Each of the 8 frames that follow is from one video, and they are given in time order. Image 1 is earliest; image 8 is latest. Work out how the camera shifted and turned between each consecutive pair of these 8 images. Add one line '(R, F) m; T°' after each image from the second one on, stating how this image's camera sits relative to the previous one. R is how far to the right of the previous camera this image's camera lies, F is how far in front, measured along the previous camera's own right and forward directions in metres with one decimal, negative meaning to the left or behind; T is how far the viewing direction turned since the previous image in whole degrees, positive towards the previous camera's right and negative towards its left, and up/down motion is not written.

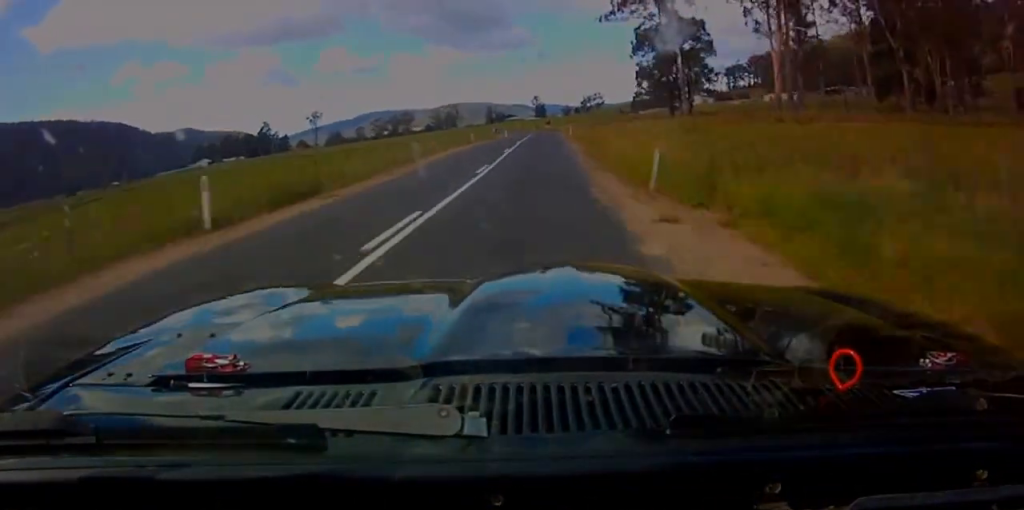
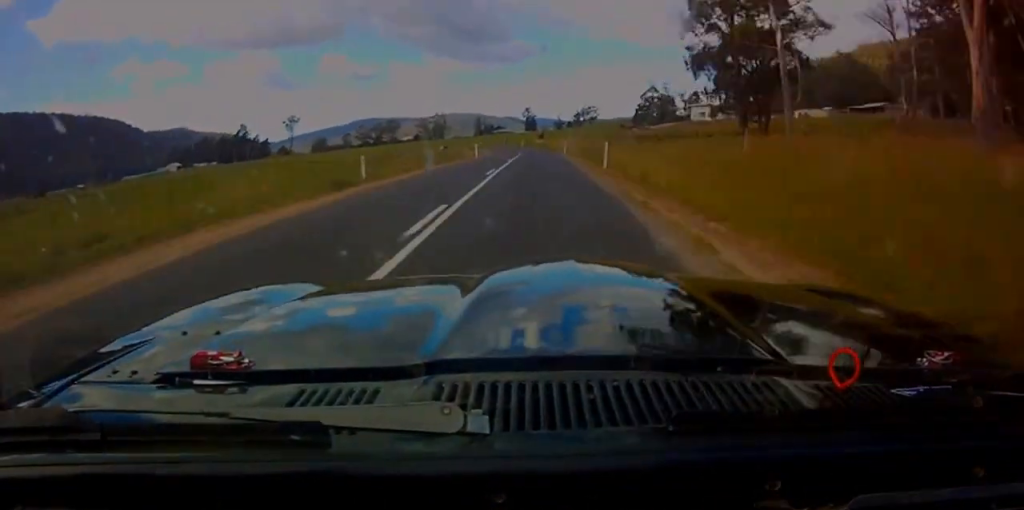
(-1.3, +36.8) m; -2°
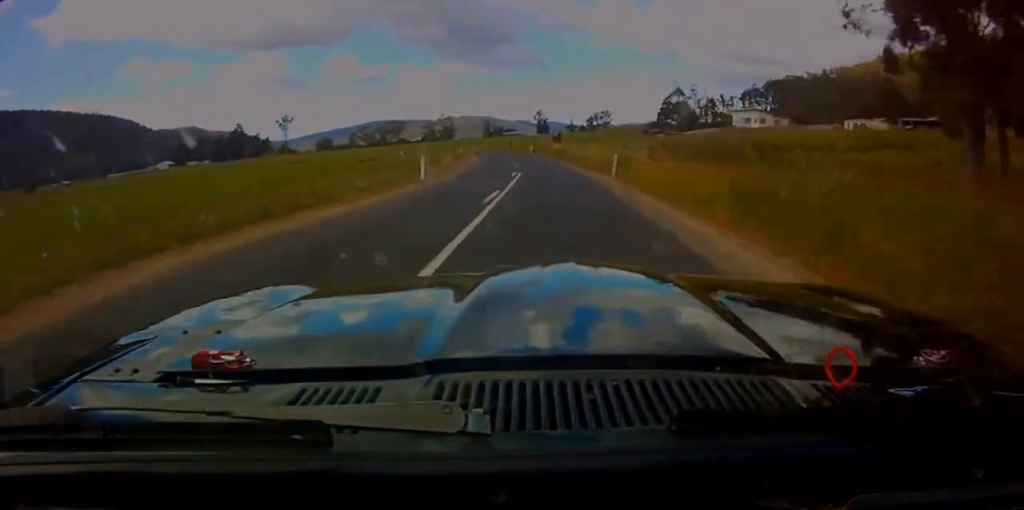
(+0.1, +33.2) m; -1°
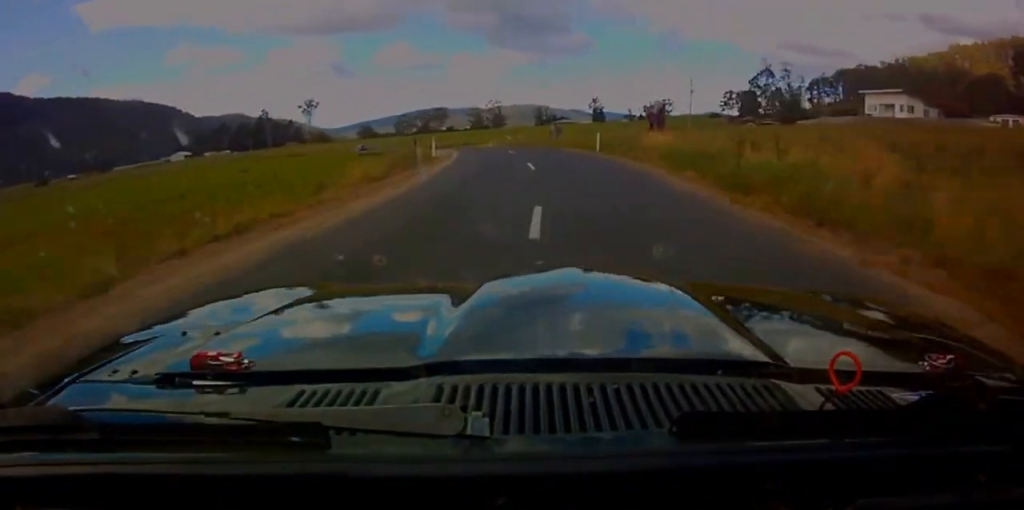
(-0.8, +42.8) m; -9°
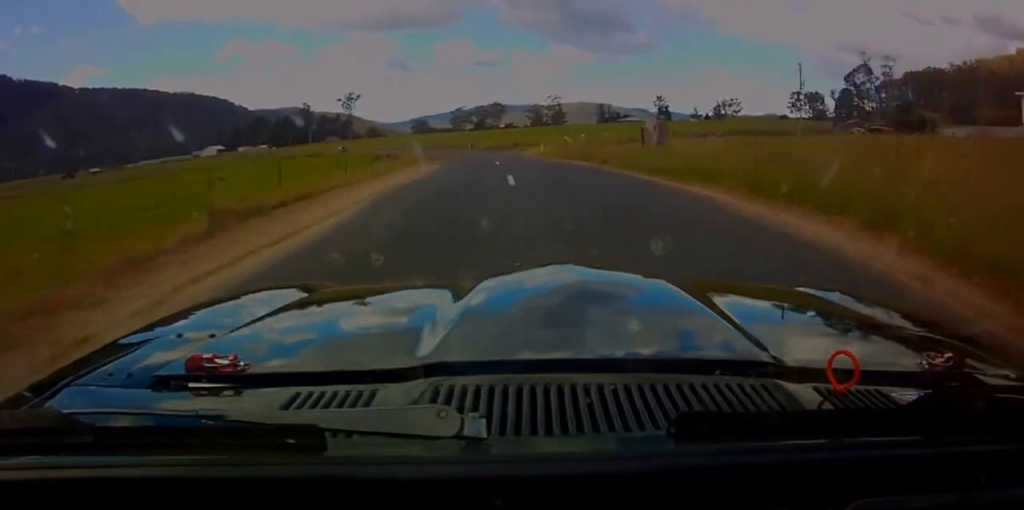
(-2.6, +28.8) m; -10°
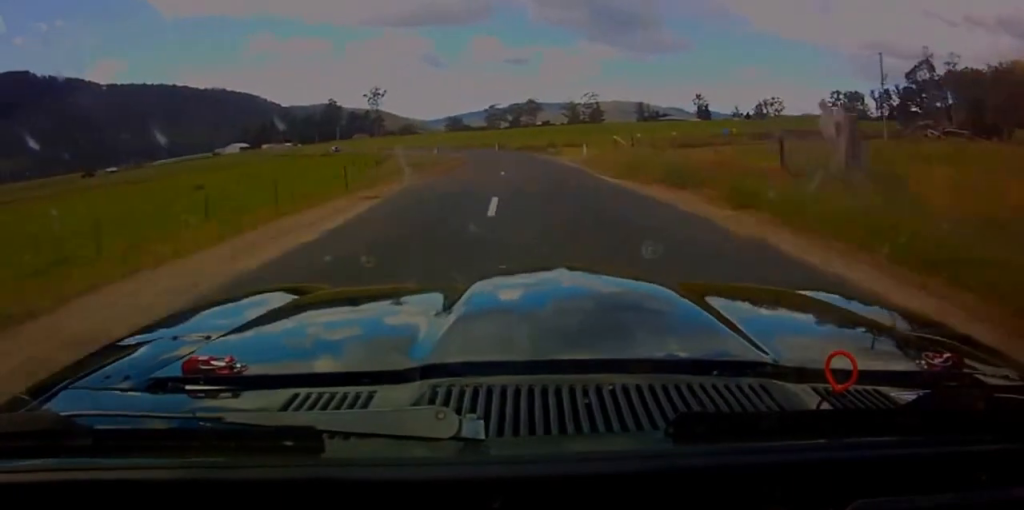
(-2.1, +16.2) m; -6°
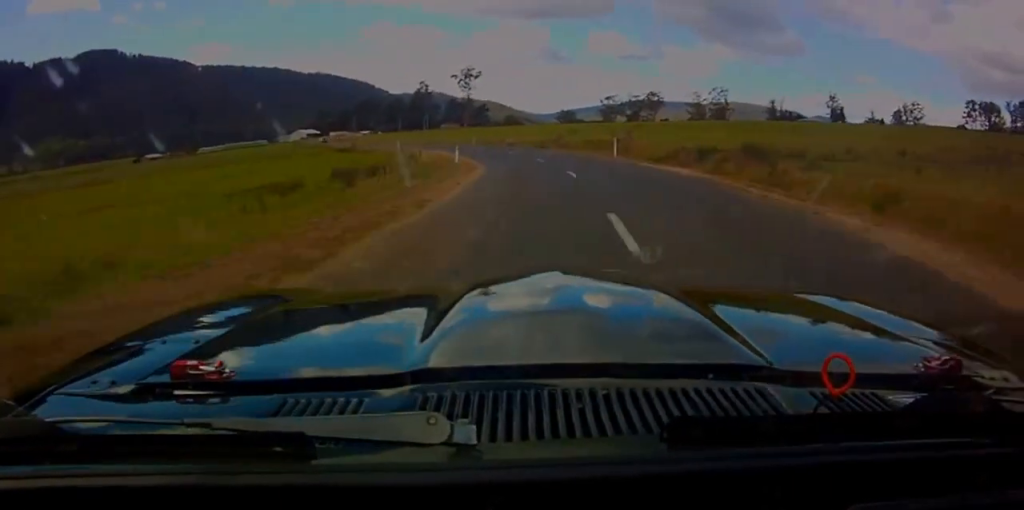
(-3.8, +51.9) m; -5°
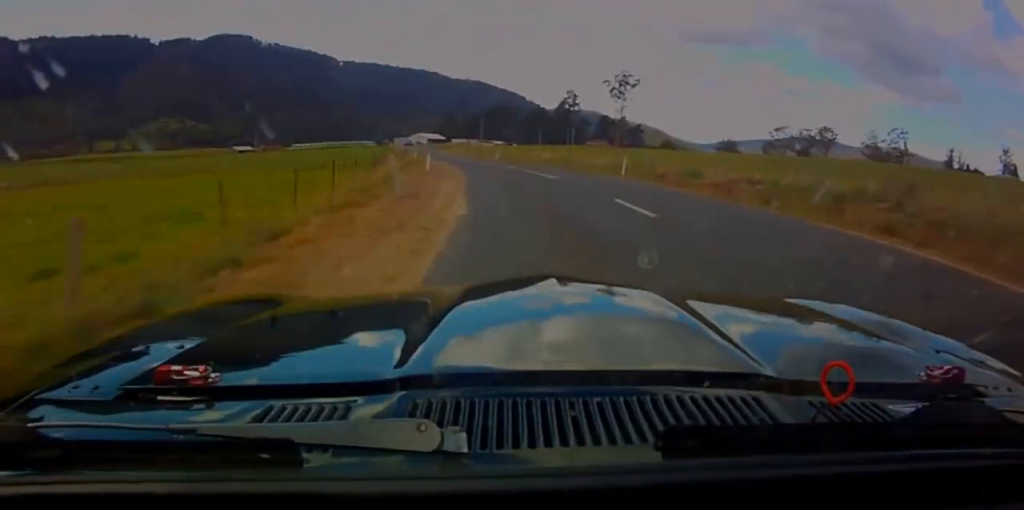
(0.0, +44.1) m; 0°
